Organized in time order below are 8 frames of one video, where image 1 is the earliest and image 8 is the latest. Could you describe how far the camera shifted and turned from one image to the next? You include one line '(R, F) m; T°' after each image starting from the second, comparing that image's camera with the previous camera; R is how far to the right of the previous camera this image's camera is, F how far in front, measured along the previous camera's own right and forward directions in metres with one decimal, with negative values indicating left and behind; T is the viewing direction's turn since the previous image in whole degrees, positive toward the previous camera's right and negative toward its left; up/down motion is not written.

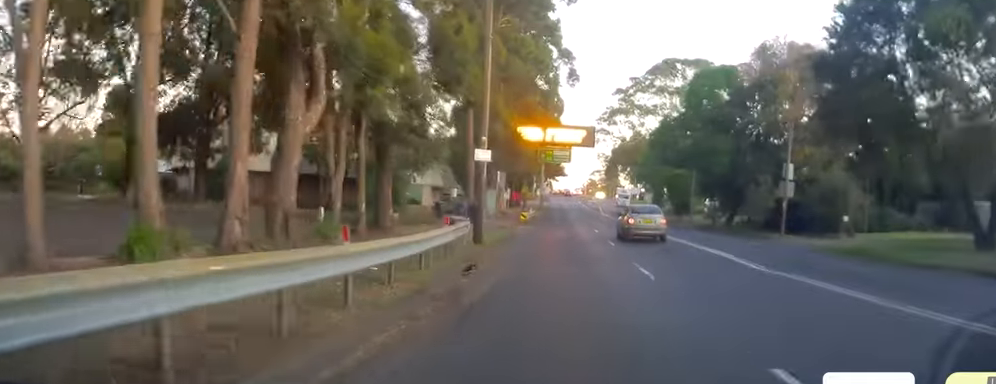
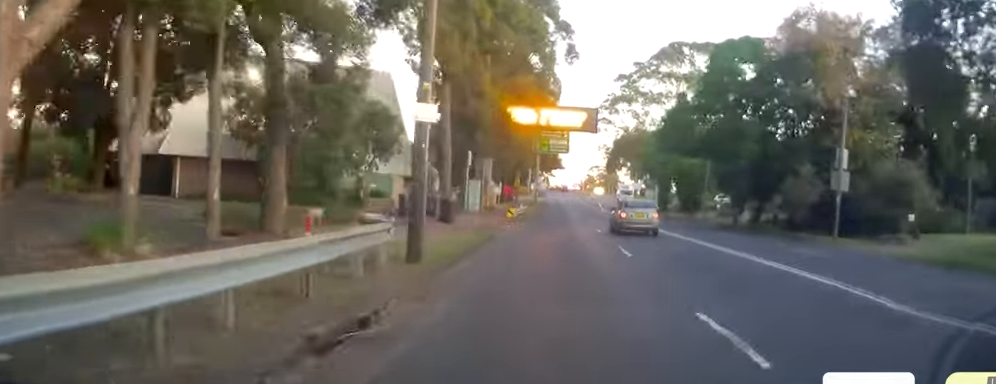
(+0.4, +8.4) m; 0°
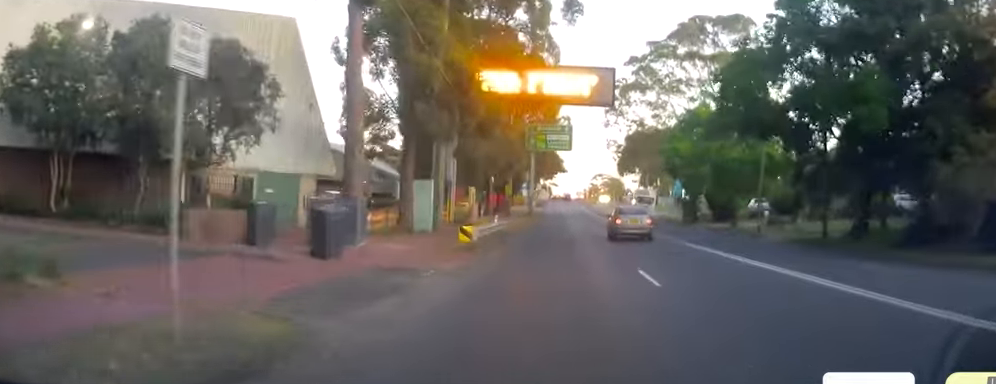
(-0.8, +17.1) m; -3°
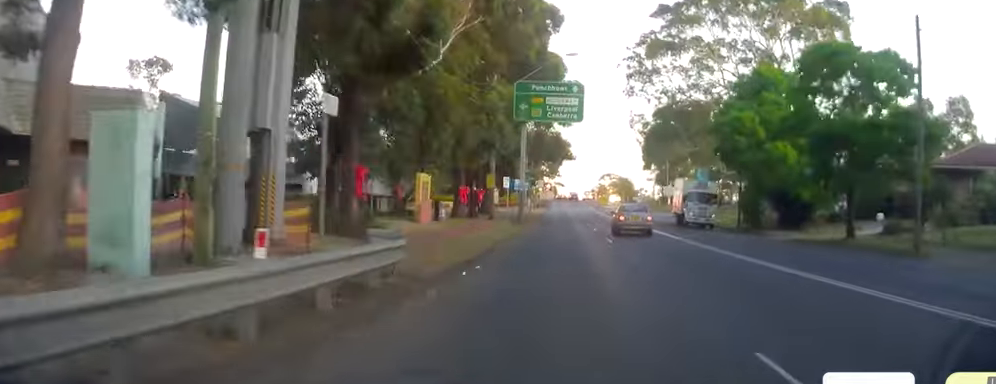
(+0.3, +21.3) m; +2°
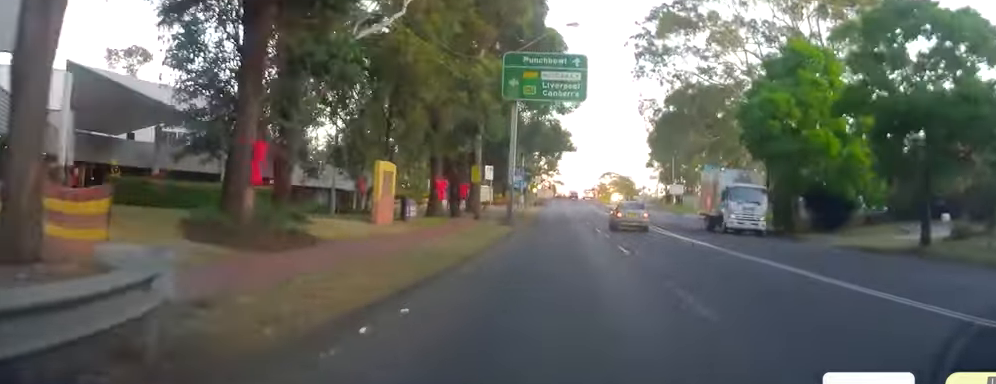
(+0.2, +7.5) m; -1°
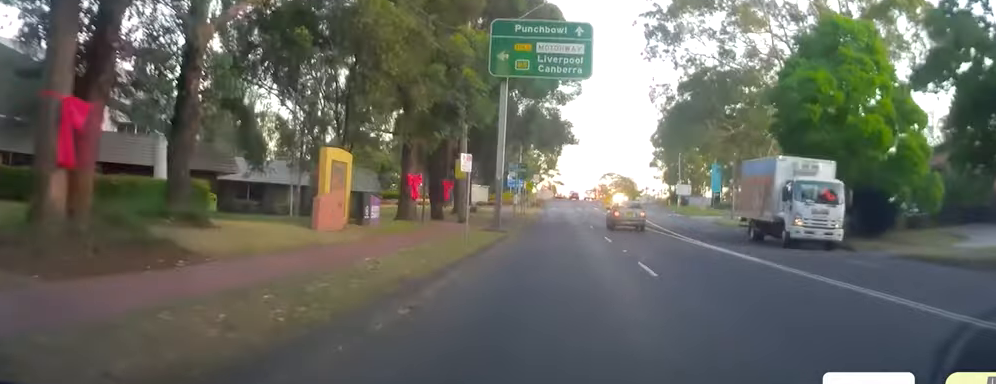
(0.0, +6.3) m; -1°
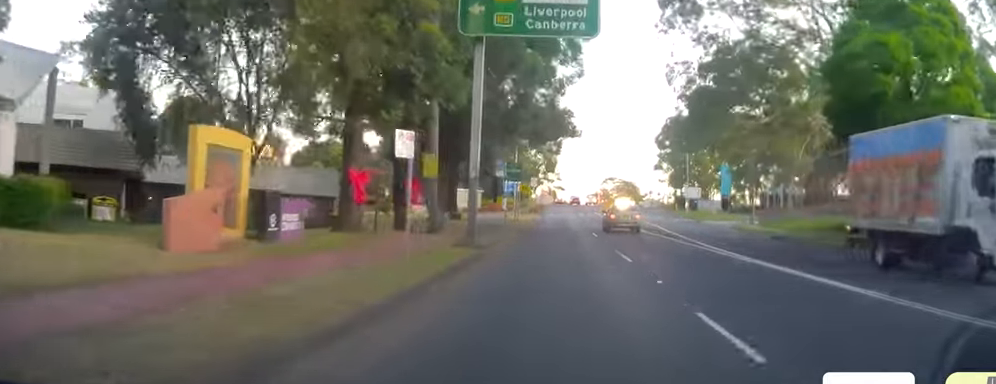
(-0.3, +8.0) m; -1°
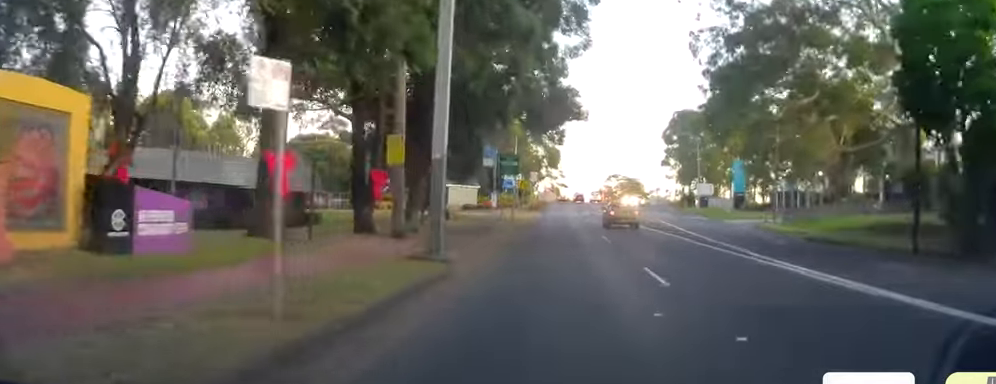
(0.0, +6.3) m; +1°
